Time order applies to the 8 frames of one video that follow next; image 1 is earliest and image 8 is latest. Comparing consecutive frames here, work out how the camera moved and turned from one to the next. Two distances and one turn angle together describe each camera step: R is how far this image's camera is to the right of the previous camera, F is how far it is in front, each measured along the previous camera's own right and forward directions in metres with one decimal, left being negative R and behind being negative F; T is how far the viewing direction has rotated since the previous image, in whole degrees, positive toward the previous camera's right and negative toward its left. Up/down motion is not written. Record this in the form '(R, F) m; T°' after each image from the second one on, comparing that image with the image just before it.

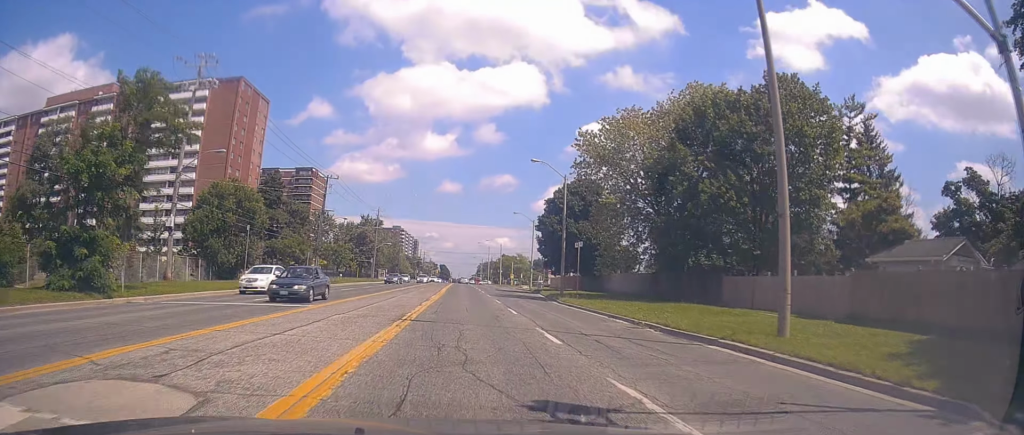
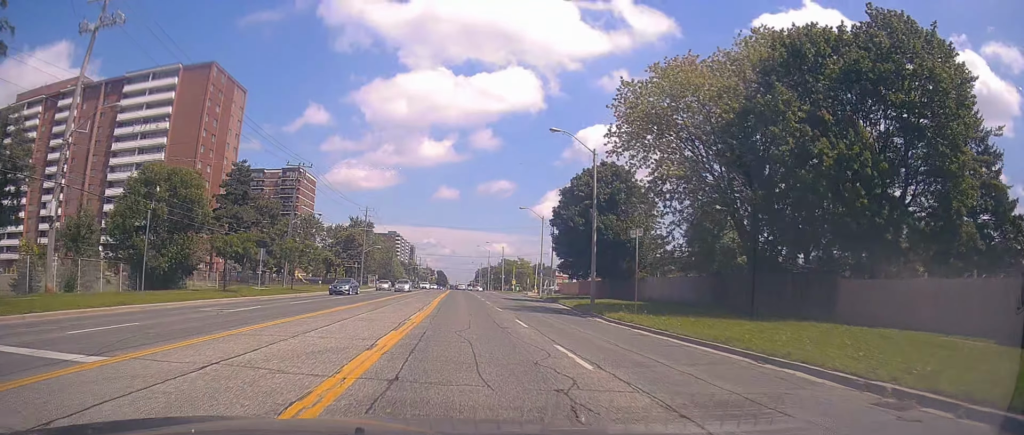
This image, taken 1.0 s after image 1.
(+0.1, +12.4) m; -2°
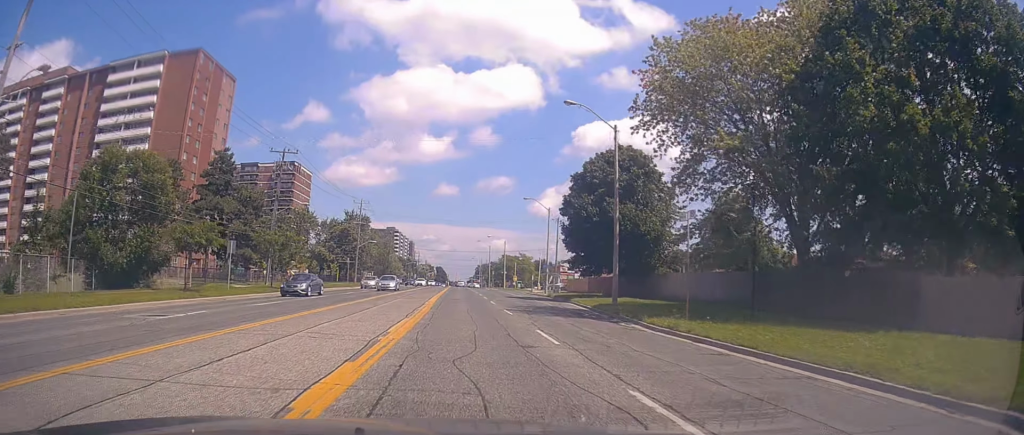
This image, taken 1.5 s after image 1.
(-0.3, +5.6) m; -1°
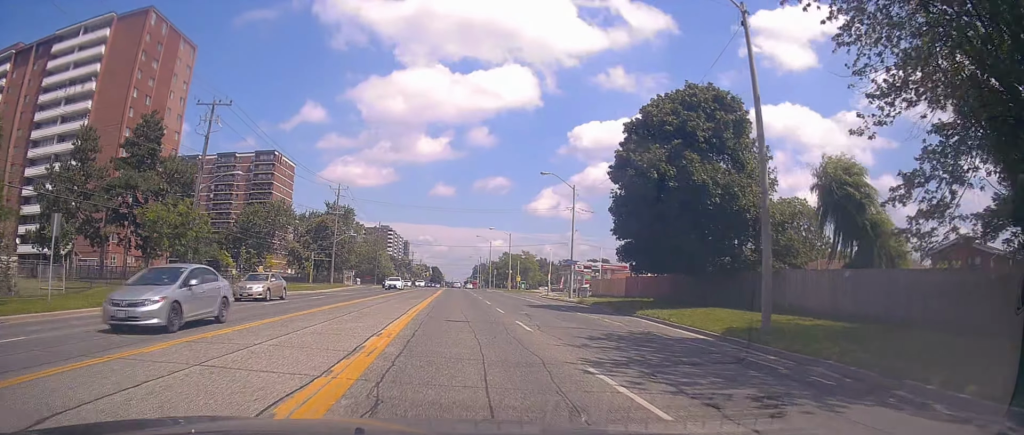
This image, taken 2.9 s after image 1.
(+0.2, +16.7) m; +2°
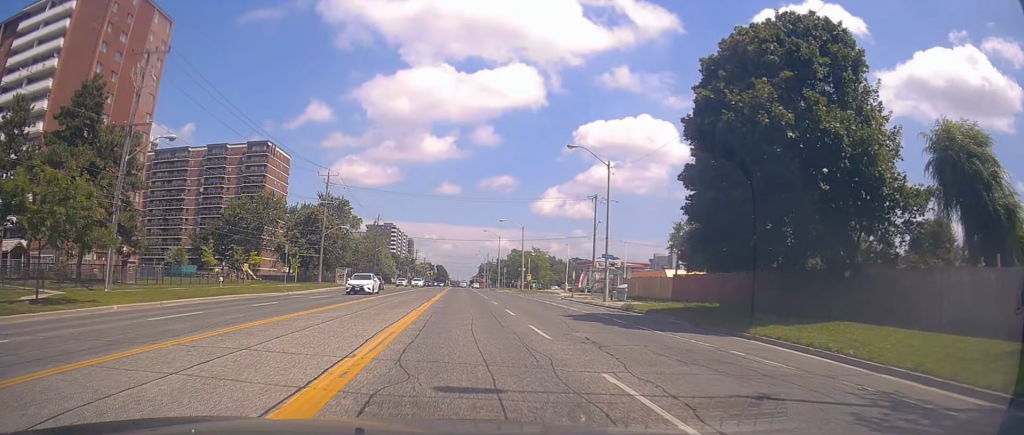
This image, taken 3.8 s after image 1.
(+0.1, +10.4) m; -2°
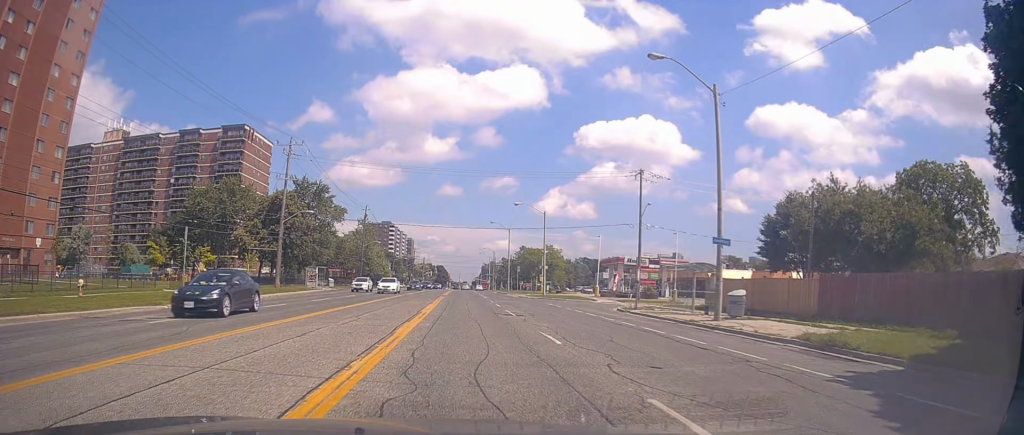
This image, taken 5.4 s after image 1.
(-0.2, +18.2) m; +1°
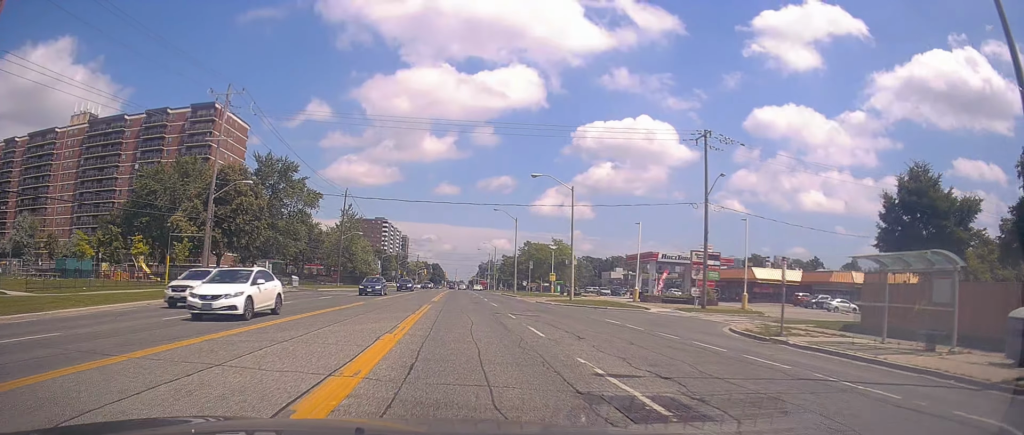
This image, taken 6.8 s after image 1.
(+0.4, +16.3) m; +1°
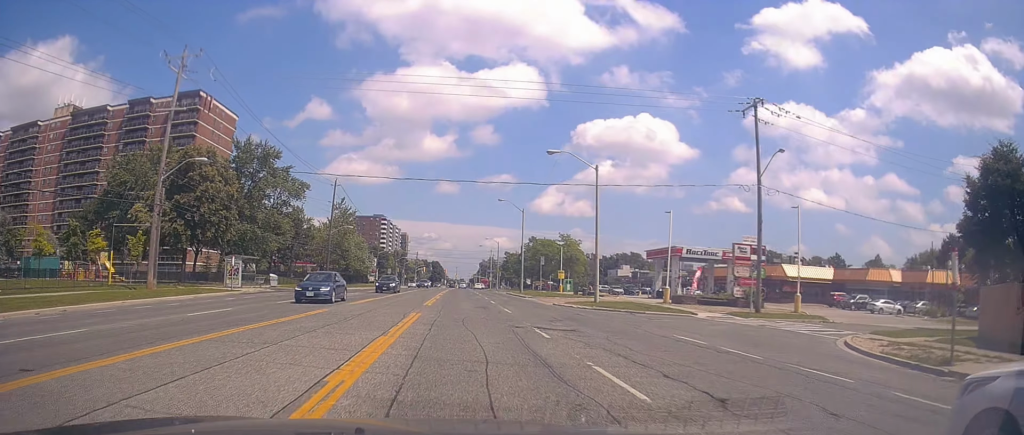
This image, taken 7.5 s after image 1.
(0.0, +7.8) m; -2°
